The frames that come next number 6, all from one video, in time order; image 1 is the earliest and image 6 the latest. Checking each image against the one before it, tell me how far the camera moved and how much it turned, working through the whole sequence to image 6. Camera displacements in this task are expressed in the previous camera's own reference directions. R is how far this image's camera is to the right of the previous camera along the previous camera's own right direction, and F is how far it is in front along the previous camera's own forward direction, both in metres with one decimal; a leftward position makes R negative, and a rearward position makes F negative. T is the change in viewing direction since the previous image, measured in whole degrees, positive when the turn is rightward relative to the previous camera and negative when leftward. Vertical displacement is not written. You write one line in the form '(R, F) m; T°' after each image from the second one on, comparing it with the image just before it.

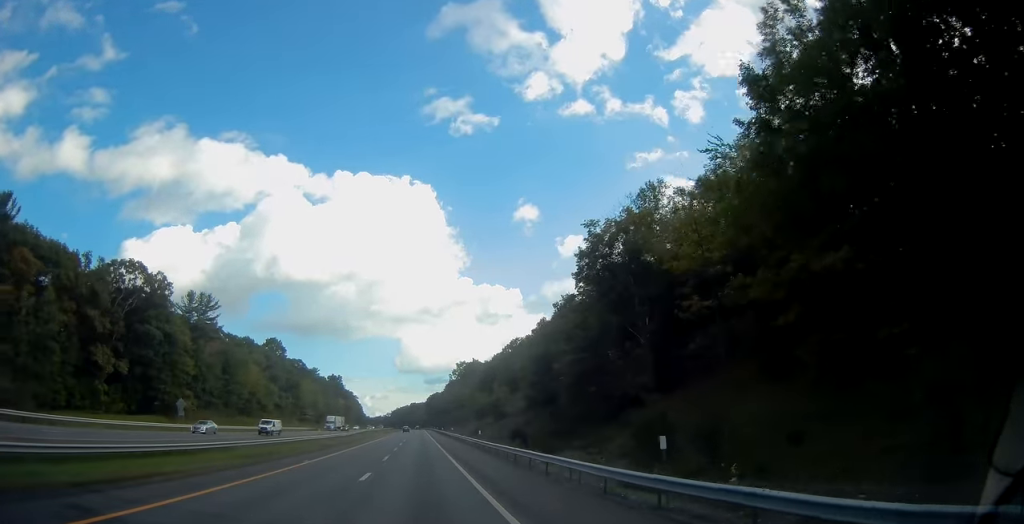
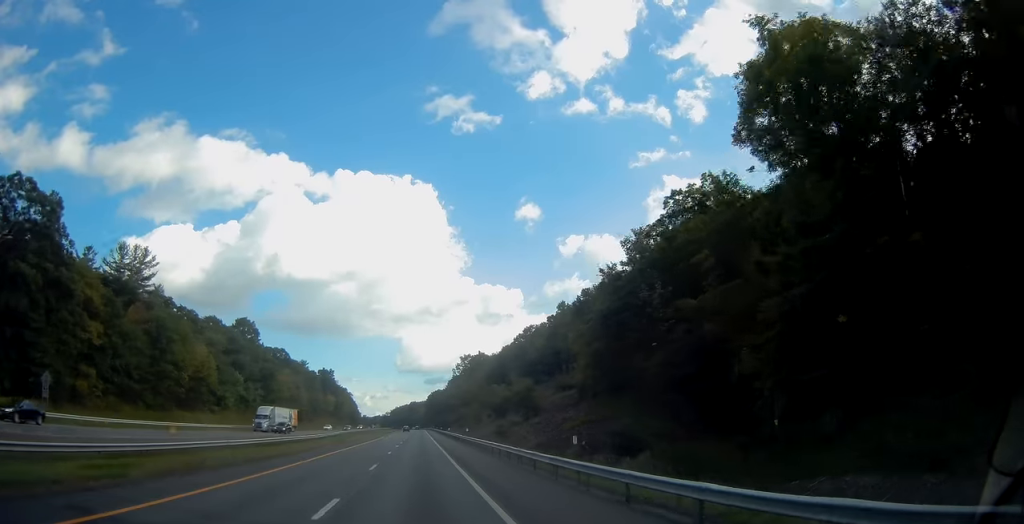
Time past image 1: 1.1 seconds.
(-0.2, +32.6) m; 0°
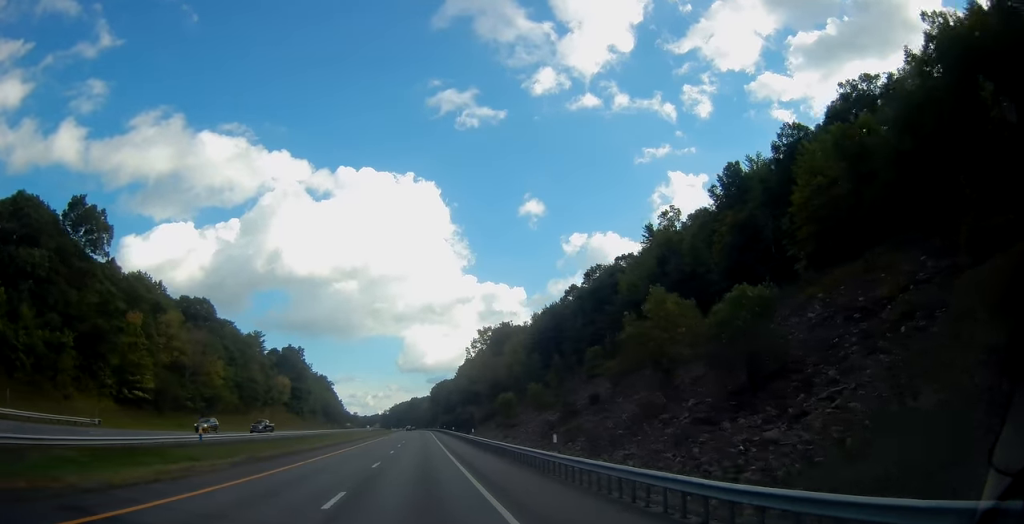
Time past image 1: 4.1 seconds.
(0.0, +84.7) m; 0°
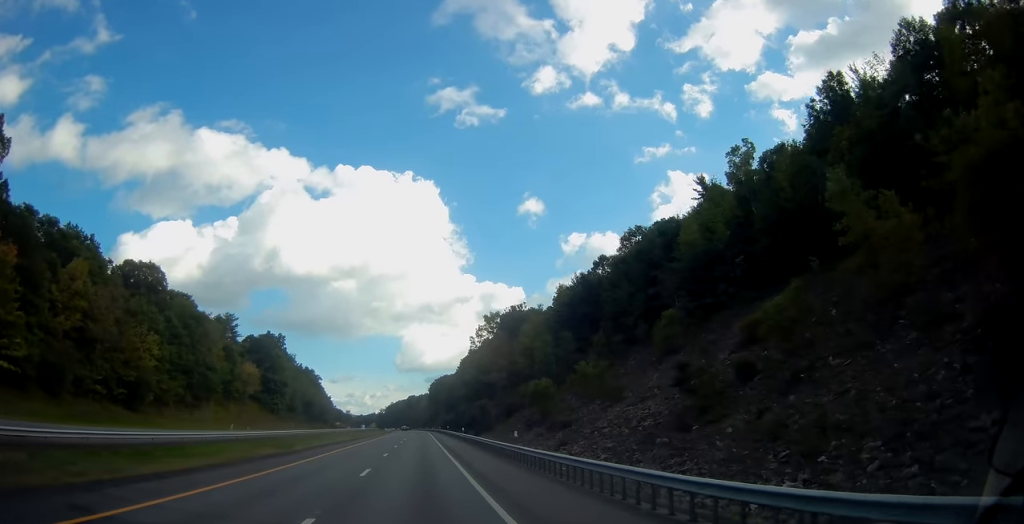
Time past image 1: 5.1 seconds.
(-0.1, +29.0) m; 0°
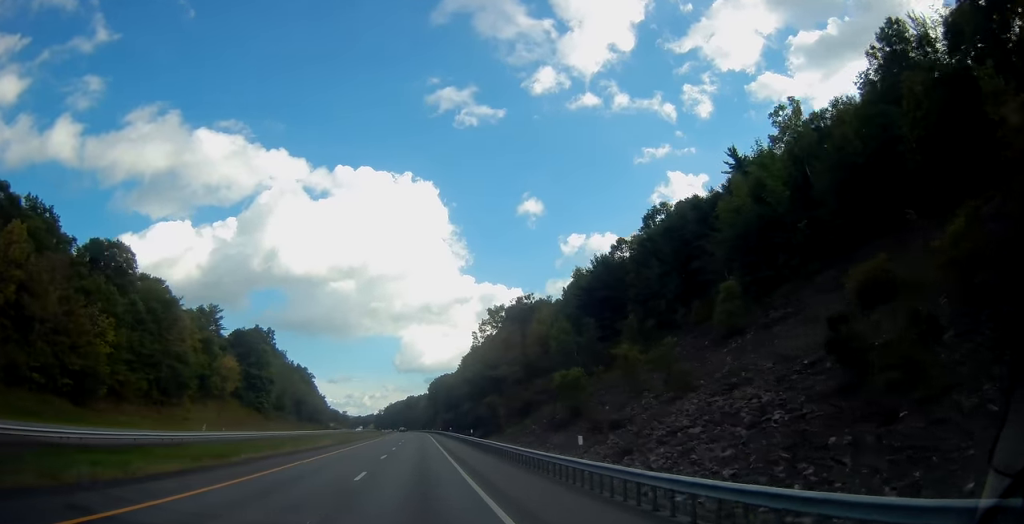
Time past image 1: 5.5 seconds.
(0.0, +13.6) m; 0°
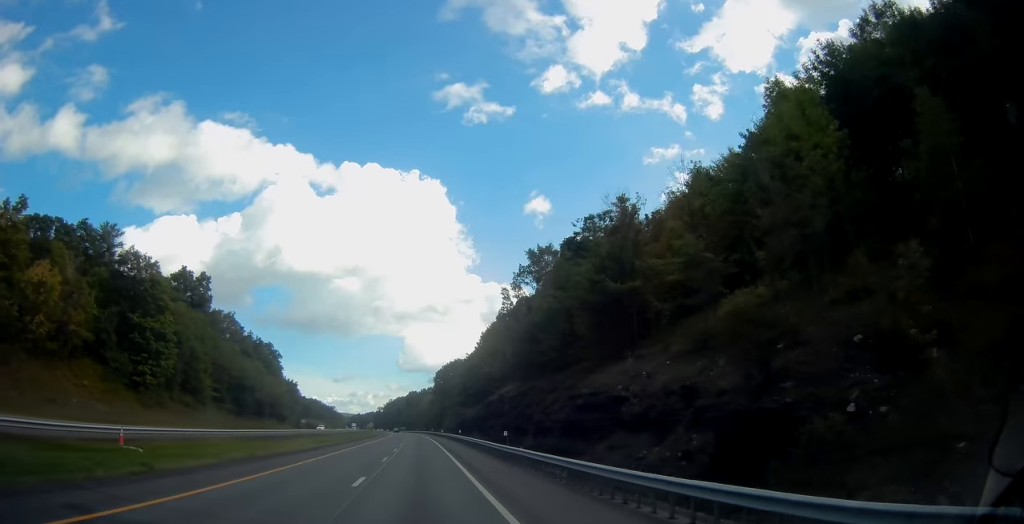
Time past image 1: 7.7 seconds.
(+0.1, +62.7) m; 0°
